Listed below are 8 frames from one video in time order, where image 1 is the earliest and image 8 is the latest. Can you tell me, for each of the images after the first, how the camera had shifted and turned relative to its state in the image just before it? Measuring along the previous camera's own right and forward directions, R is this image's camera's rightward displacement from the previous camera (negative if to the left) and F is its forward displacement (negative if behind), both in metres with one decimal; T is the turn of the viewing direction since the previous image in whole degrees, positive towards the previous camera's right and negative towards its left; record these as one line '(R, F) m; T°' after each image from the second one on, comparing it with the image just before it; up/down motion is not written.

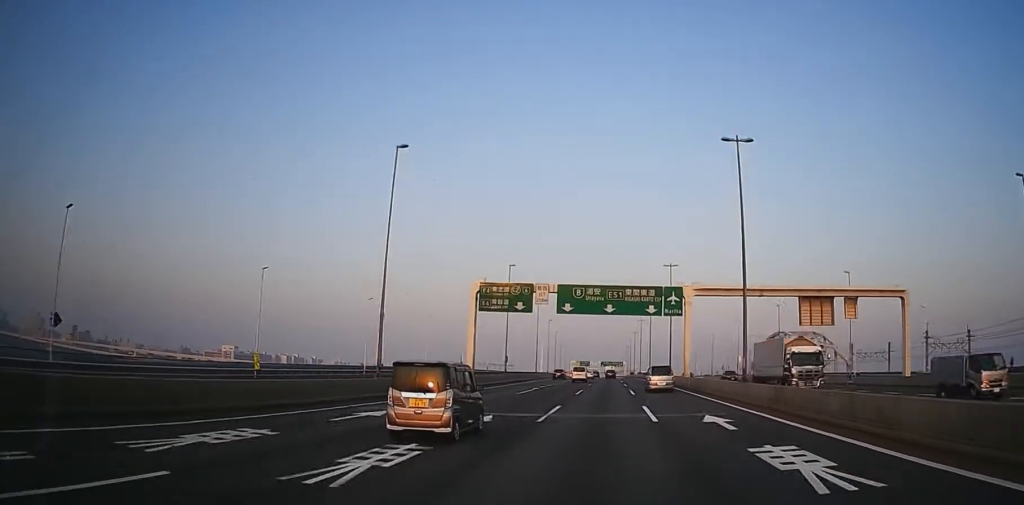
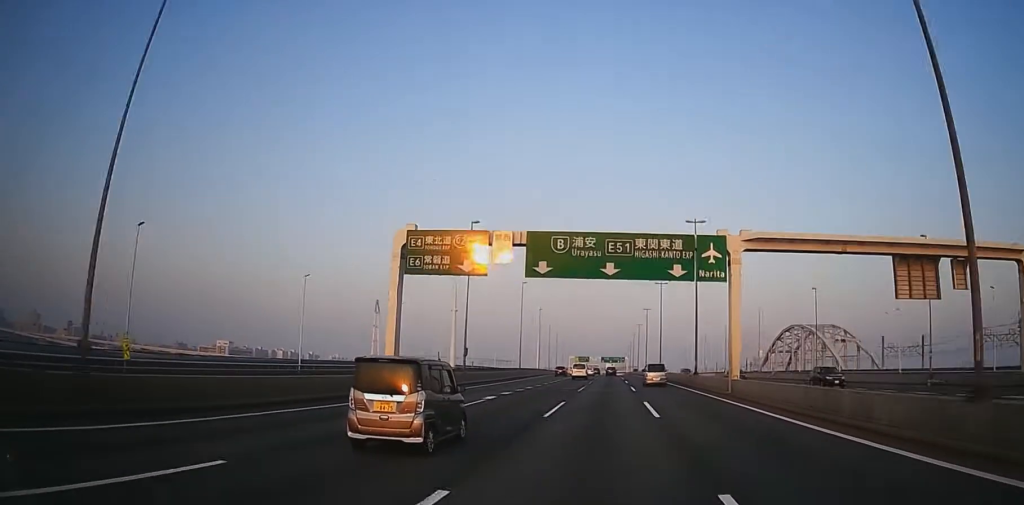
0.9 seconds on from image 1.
(+1.2, +19.8) m; 0°
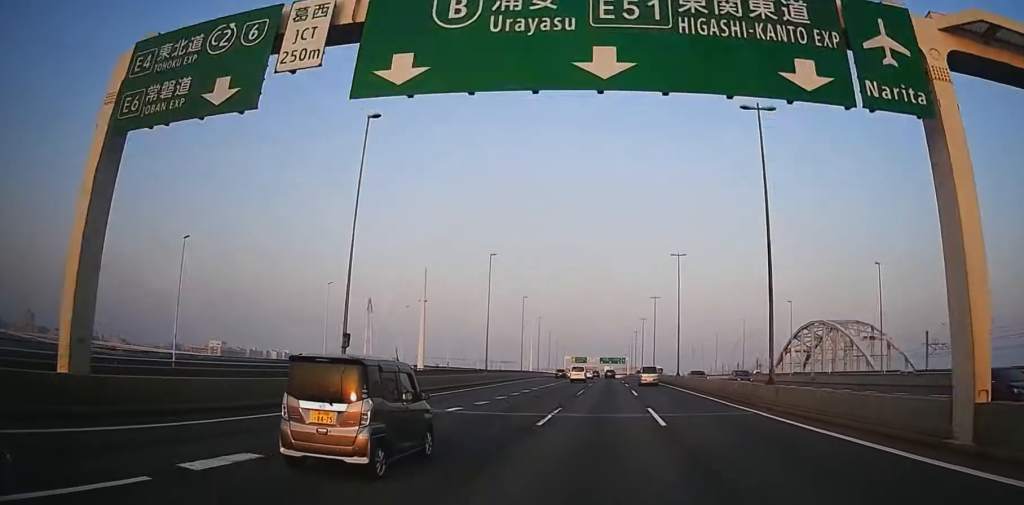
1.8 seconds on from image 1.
(-1.2, +22.8) m; 0°
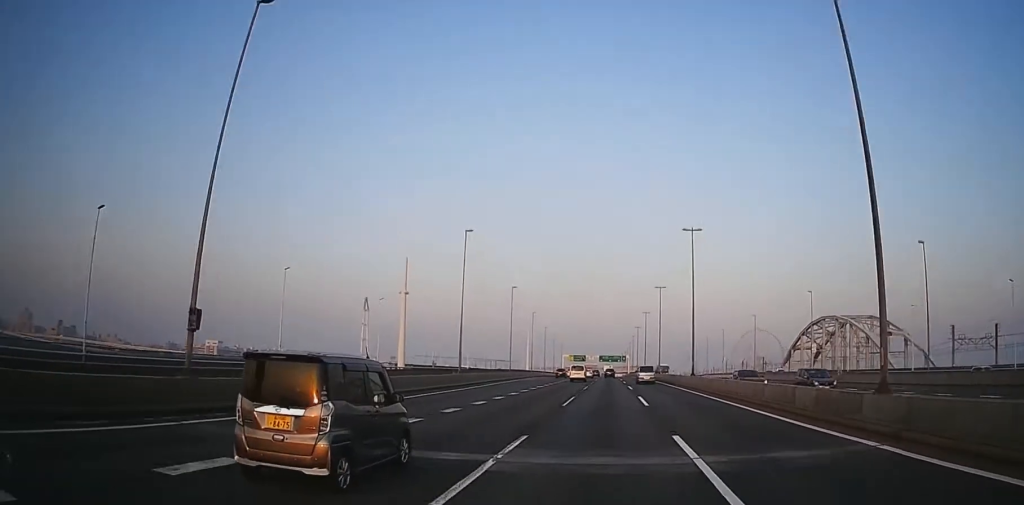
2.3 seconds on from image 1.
(+0.5, +10.7) m; +1°
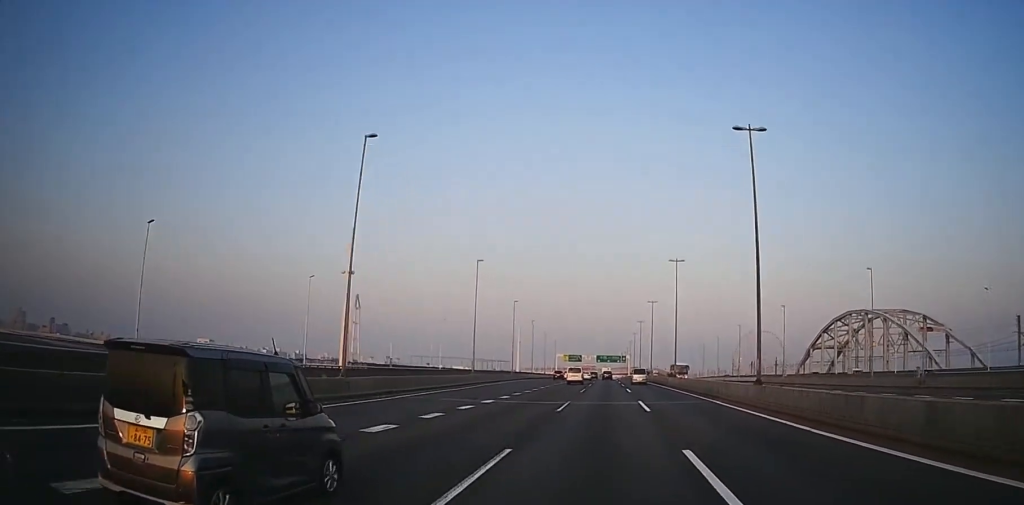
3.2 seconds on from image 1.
(+0.6, +23.6) m; 0°
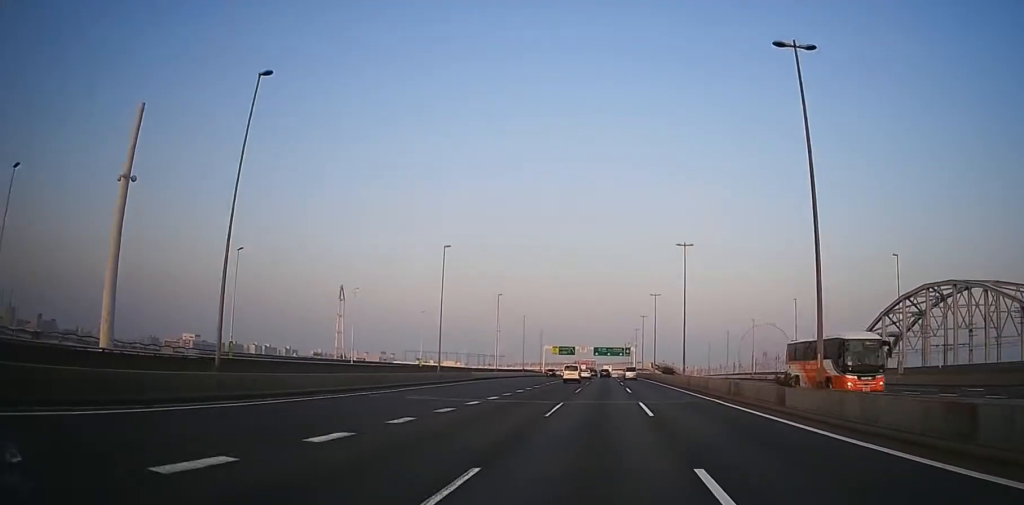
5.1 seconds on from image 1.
(-0.3, +42.4) m; 0°
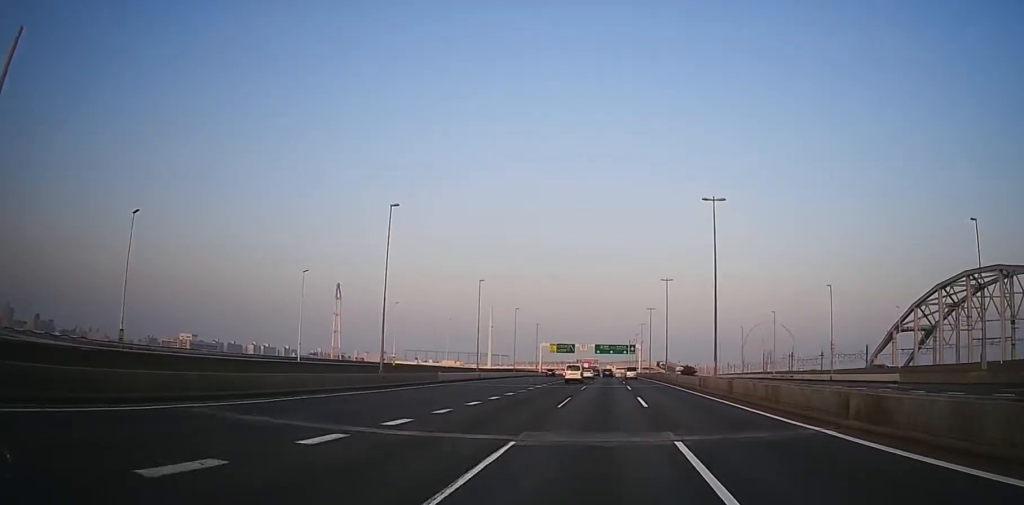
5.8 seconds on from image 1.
(+0.4, +14.0) m; -1°
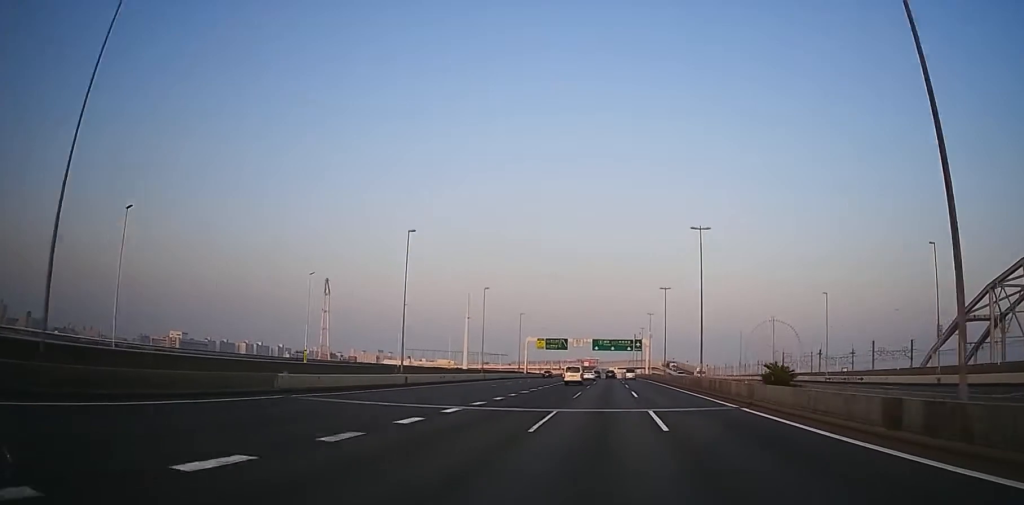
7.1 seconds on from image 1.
(-0.8, +28.1) m; 0°
